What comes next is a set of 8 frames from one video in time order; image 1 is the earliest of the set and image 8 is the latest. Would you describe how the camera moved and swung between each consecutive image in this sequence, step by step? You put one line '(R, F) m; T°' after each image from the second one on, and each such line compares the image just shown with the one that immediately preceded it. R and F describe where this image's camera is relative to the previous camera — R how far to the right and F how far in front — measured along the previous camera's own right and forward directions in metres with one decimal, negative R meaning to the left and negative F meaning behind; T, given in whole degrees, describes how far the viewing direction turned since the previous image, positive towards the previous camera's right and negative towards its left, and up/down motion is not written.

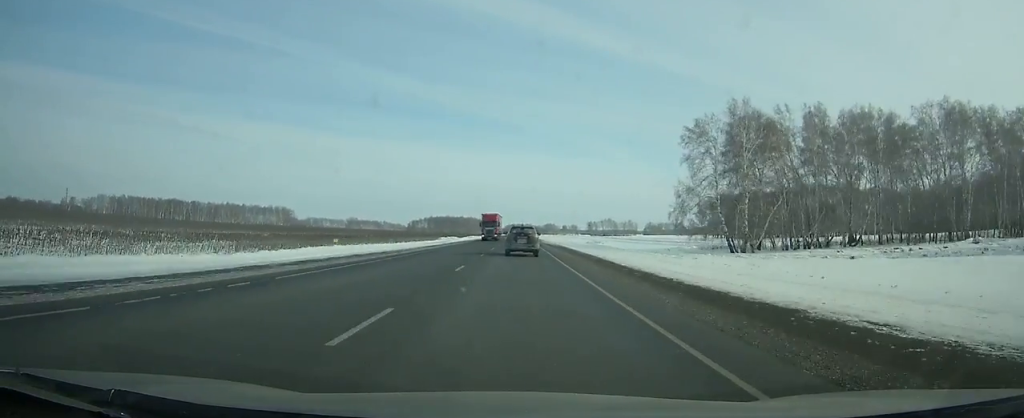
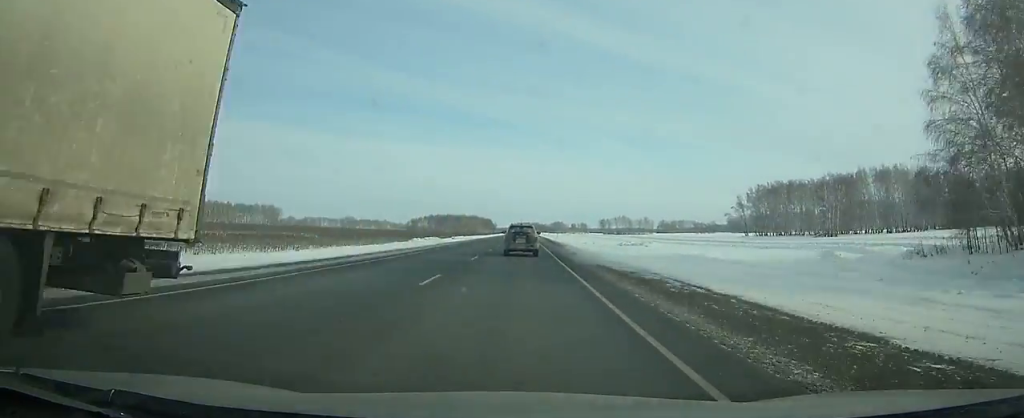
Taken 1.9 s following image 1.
(+0.1, +54.6) m; 0°
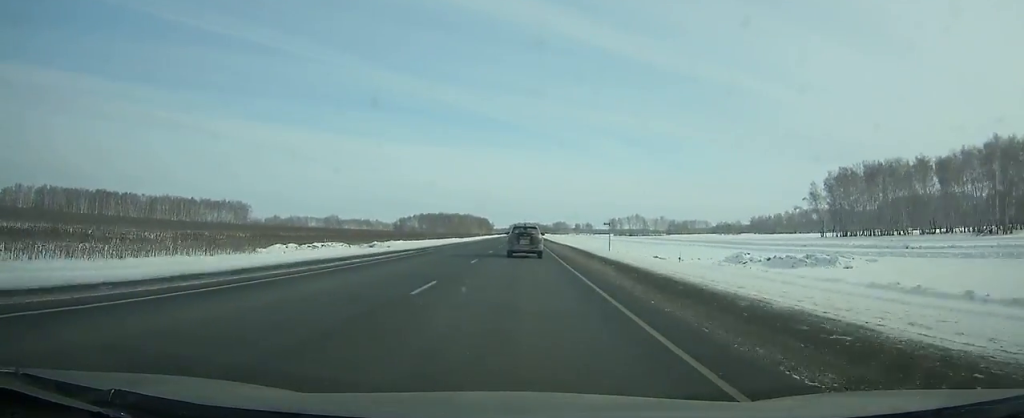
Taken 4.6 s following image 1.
(-0.2, +76.1) m; 0°
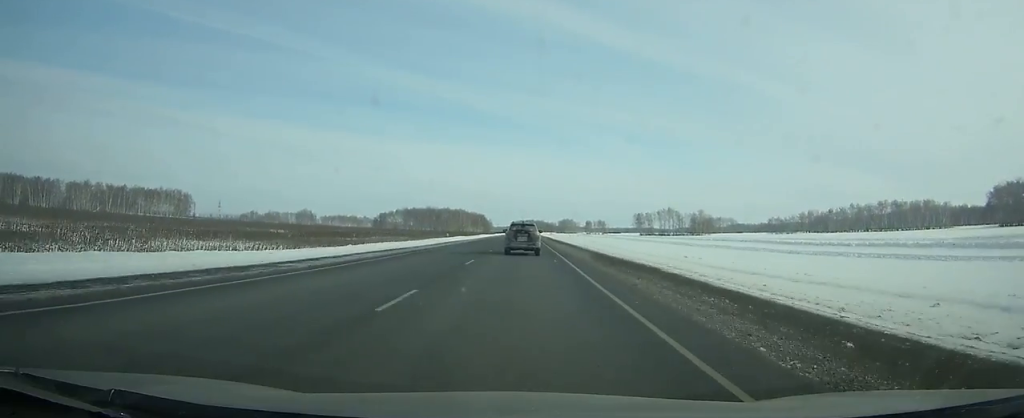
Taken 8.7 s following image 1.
(-0.2, +107.8) m; 0°
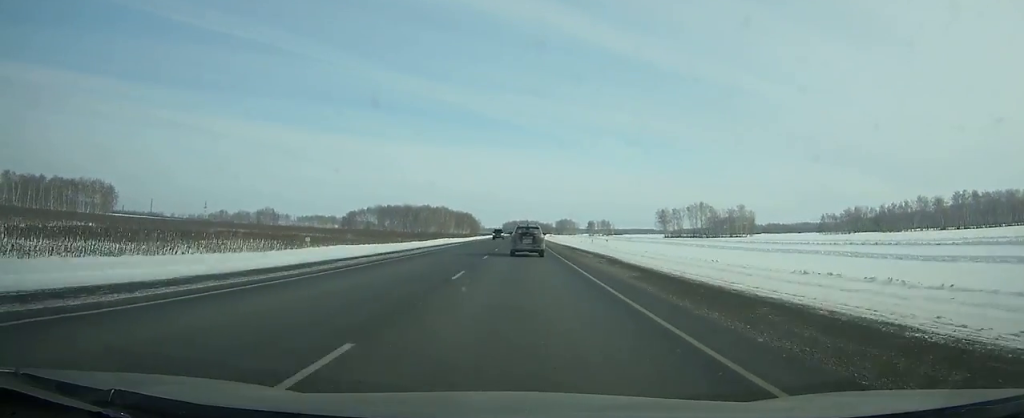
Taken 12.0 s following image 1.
(0.0, +86.8) m; 0°
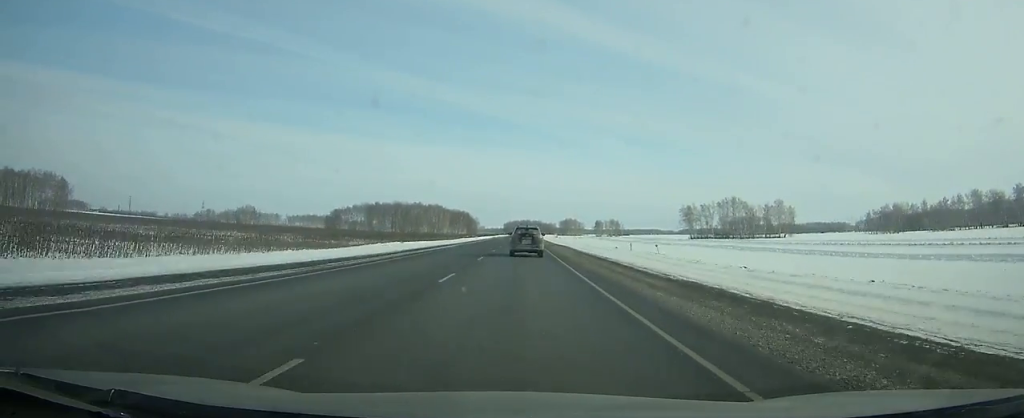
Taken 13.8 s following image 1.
(0.0, +47.9) m; 0°
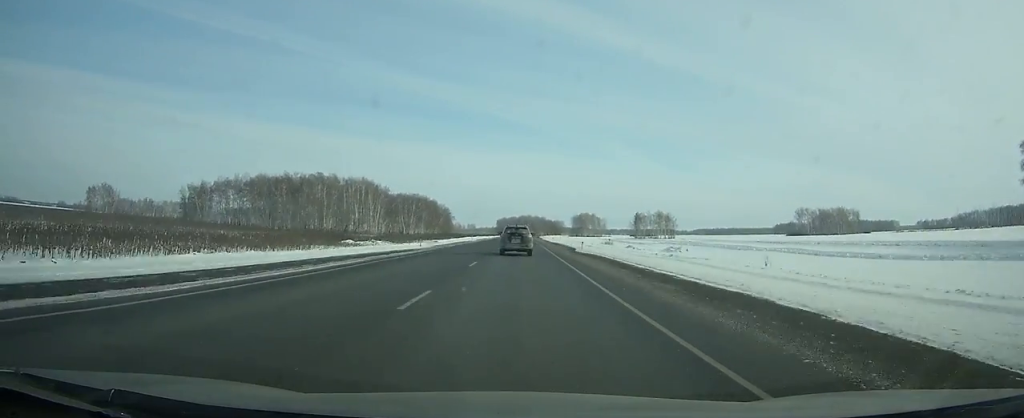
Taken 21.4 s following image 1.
(+0.1, +207.0) m; 0°
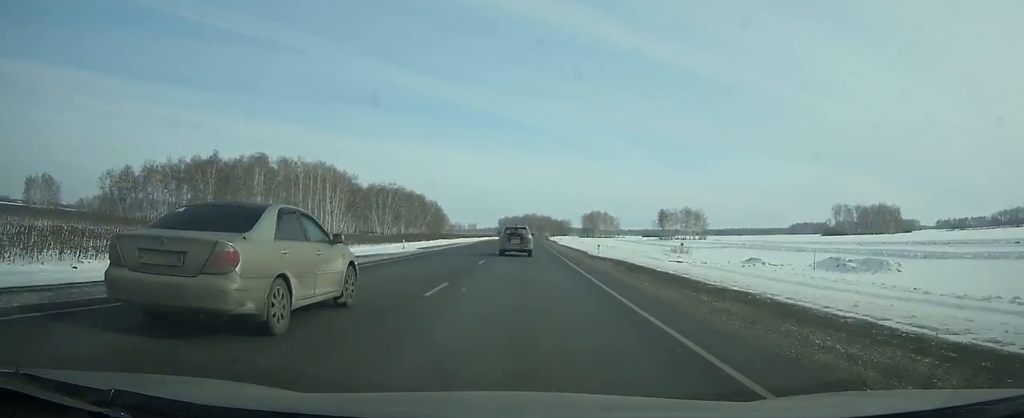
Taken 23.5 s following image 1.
(-0.1, +57.6) m; 0°
